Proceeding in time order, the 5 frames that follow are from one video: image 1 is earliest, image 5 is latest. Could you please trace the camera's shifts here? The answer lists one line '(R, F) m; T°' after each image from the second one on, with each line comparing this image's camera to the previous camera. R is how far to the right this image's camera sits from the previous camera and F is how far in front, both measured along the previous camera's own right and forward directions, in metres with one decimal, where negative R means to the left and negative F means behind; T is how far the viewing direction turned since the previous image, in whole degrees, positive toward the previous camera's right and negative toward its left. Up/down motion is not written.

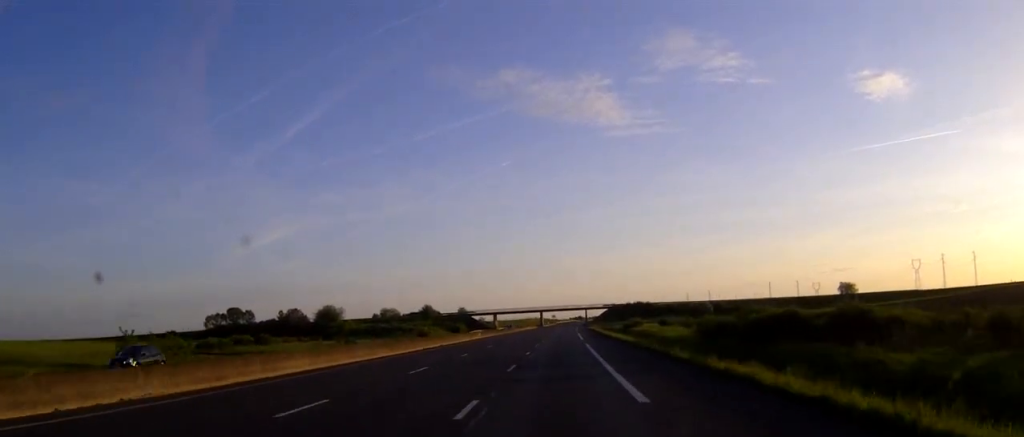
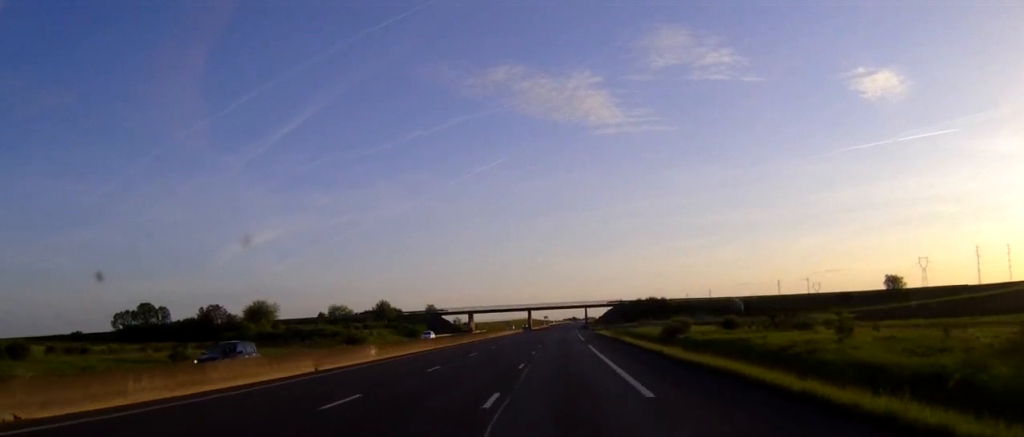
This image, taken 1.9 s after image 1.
(+0.2, +50.3) m; 0°
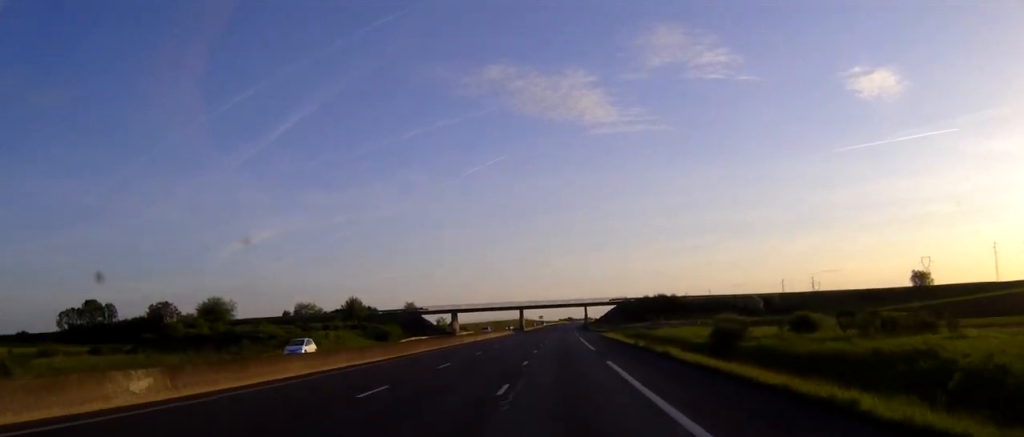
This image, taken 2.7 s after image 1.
(+0.1, +23.4) m; +1°
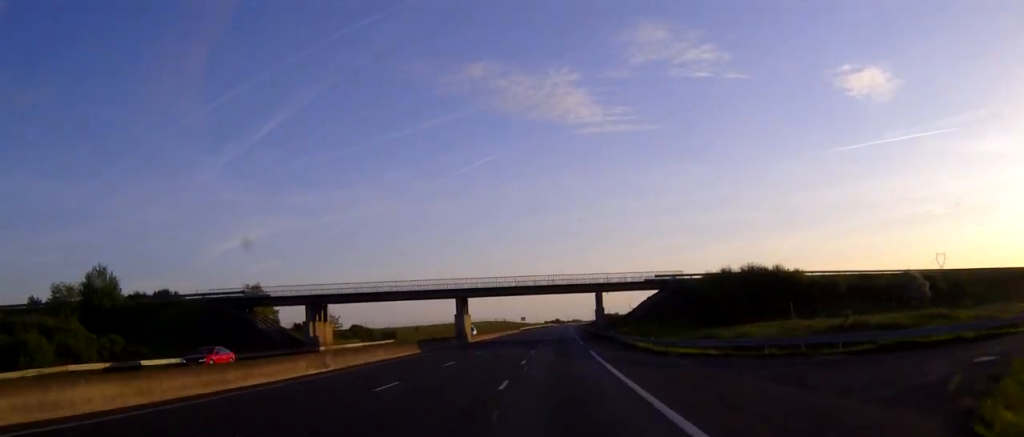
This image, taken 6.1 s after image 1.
(+0.9, +89.9) m; +1°
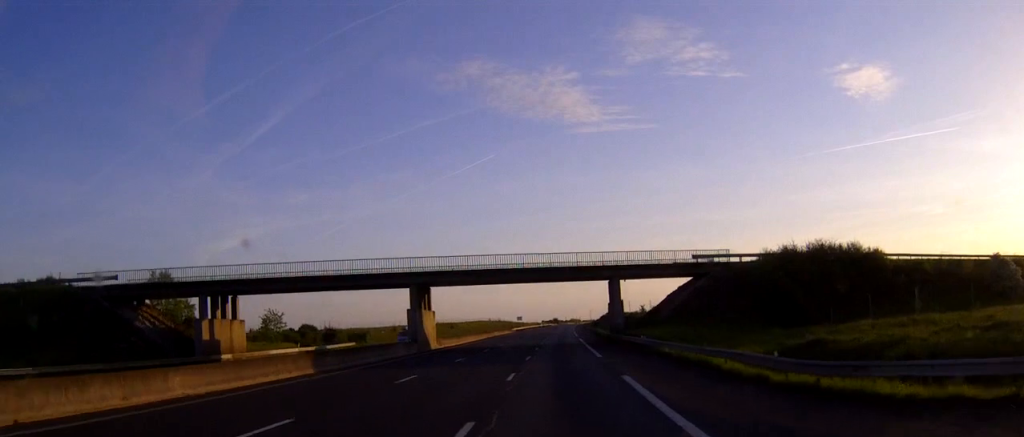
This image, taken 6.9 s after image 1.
(0.0, +23.3) m; 0°
